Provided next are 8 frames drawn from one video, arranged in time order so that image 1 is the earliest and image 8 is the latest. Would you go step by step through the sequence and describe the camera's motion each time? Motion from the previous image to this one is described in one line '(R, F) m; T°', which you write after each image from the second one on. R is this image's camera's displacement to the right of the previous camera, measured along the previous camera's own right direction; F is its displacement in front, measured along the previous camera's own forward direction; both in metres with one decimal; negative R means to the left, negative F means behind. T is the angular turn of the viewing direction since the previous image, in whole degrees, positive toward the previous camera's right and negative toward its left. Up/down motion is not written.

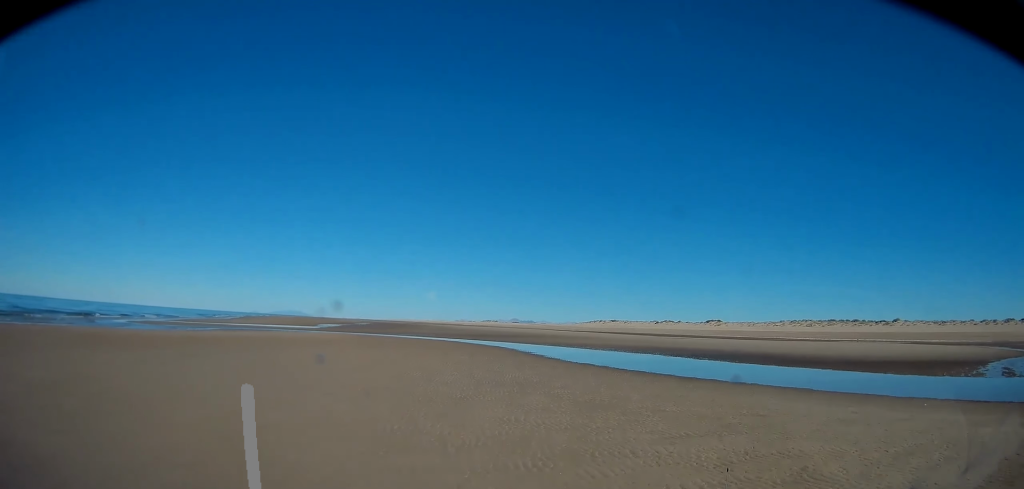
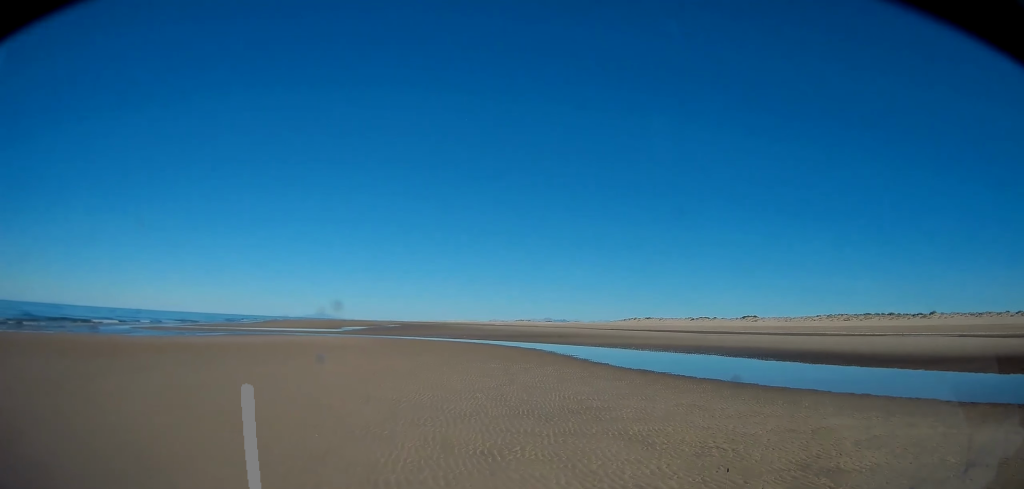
(+0.3, +6.6) m; -3°
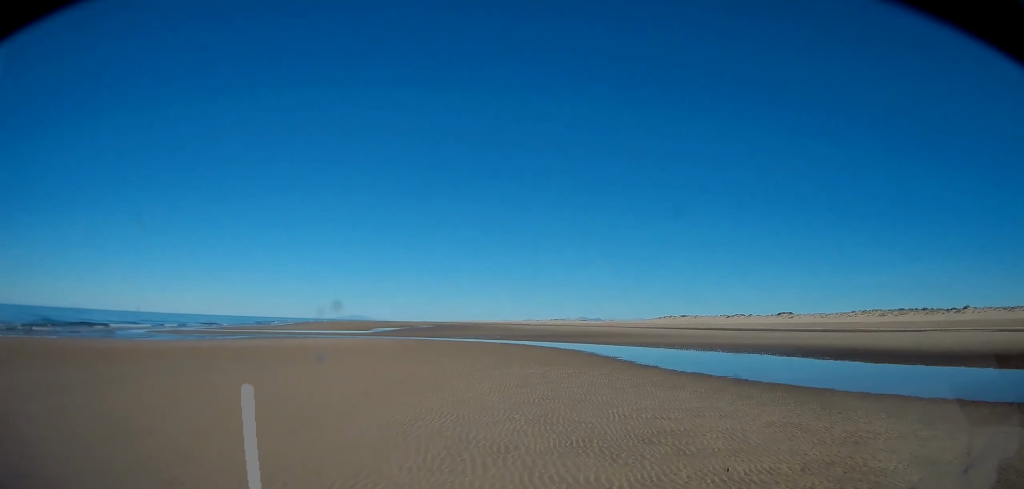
(-0.2, +3.4) m; -6°
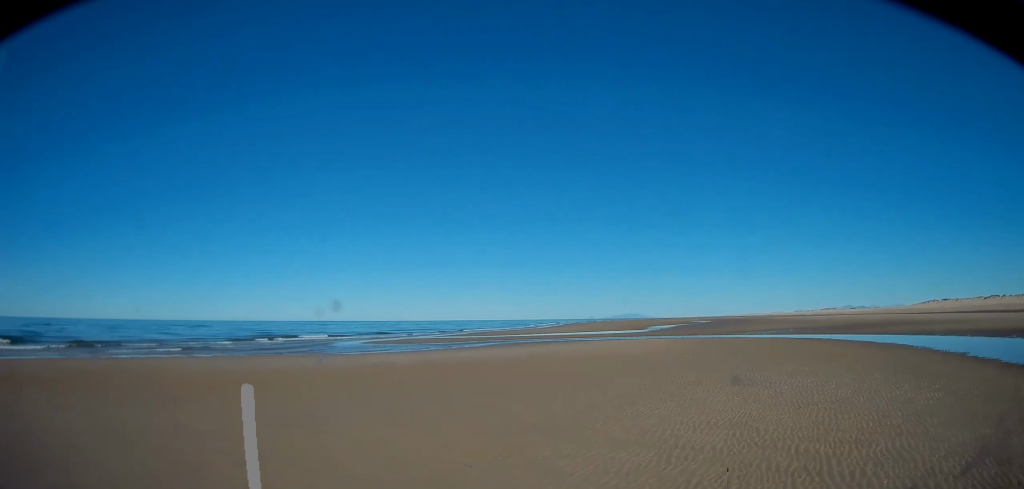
(-2.3, +11.7) m; -23°
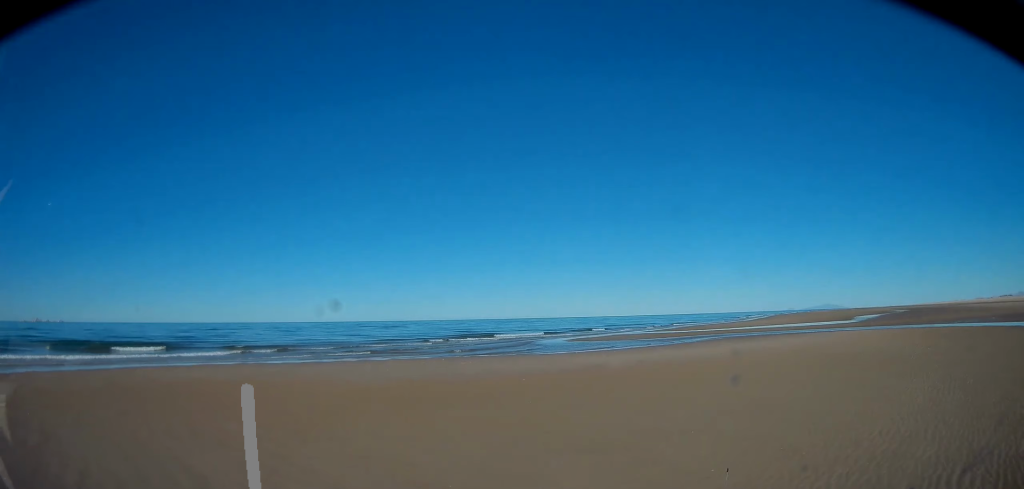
(-0.4, +4.6) m; -20°
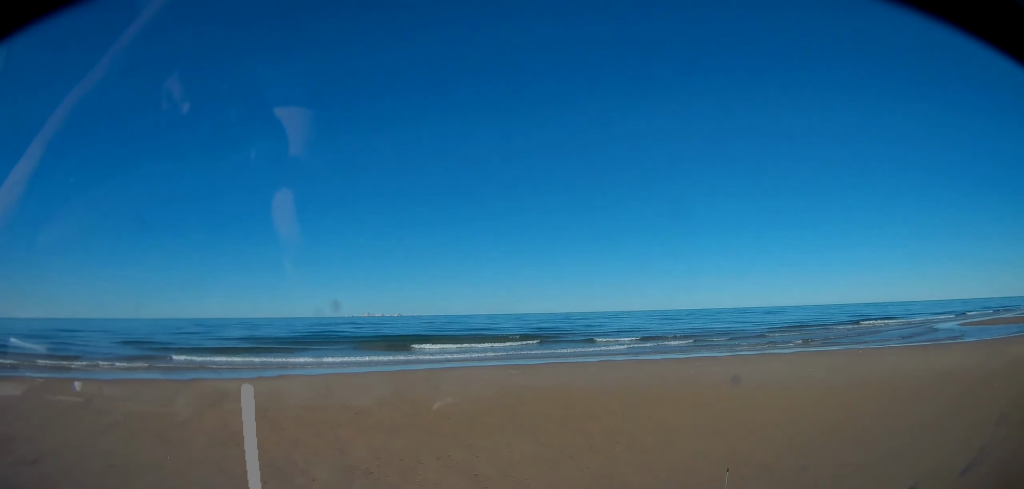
(-2.5, +5.2) m; -57°
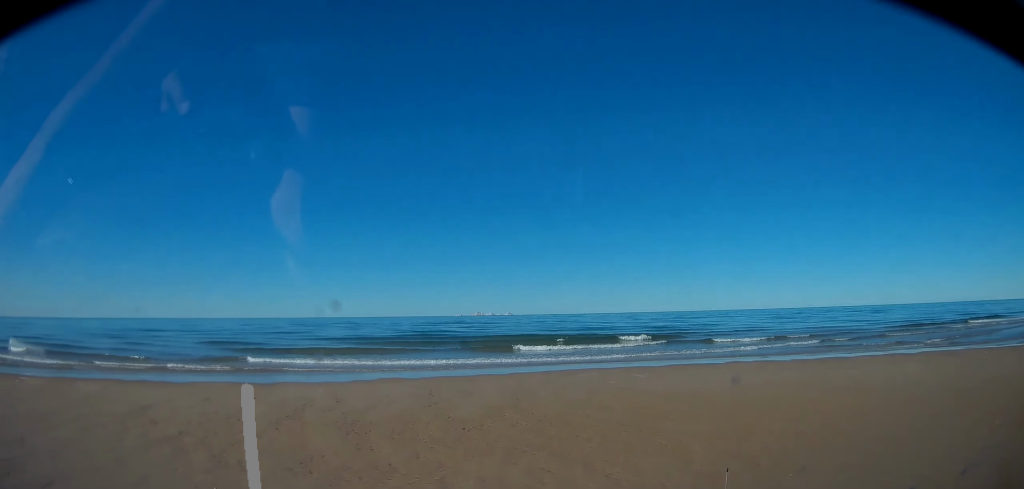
(-0.2, +1.9) m; -16°
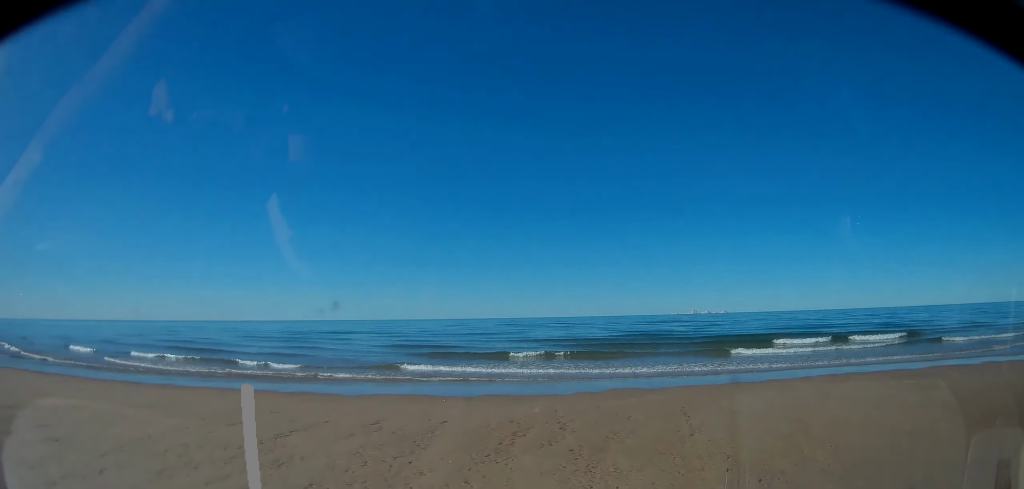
(-1.2, +4.1) m; -11°
